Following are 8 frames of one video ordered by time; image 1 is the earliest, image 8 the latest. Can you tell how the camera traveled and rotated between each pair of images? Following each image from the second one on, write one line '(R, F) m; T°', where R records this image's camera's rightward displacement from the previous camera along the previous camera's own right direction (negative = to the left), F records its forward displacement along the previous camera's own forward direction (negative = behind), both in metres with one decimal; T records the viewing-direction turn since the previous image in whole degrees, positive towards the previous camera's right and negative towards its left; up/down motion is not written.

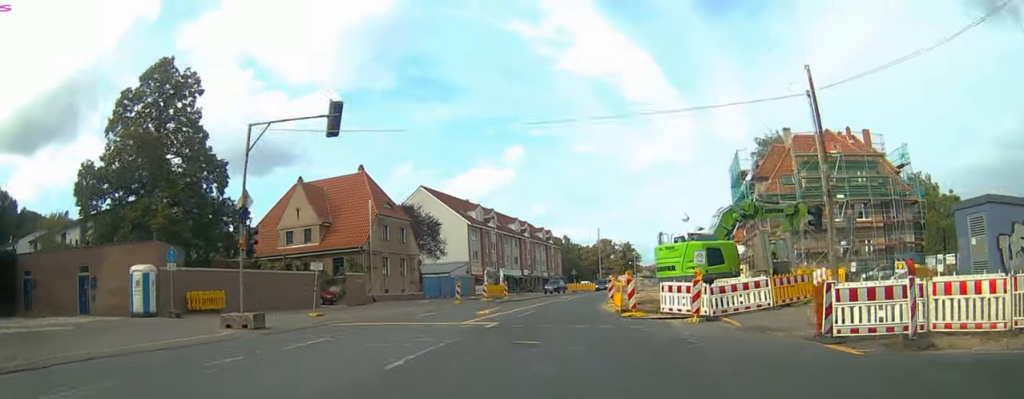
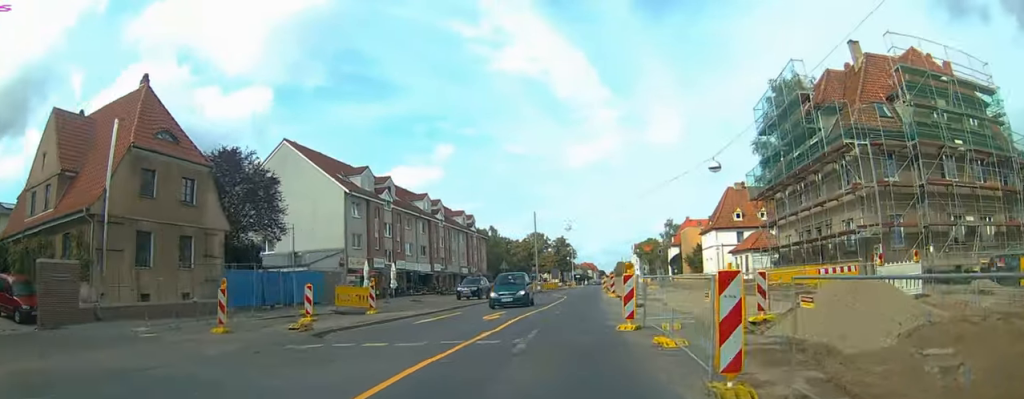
(+0.3, +22.4) m; +7°
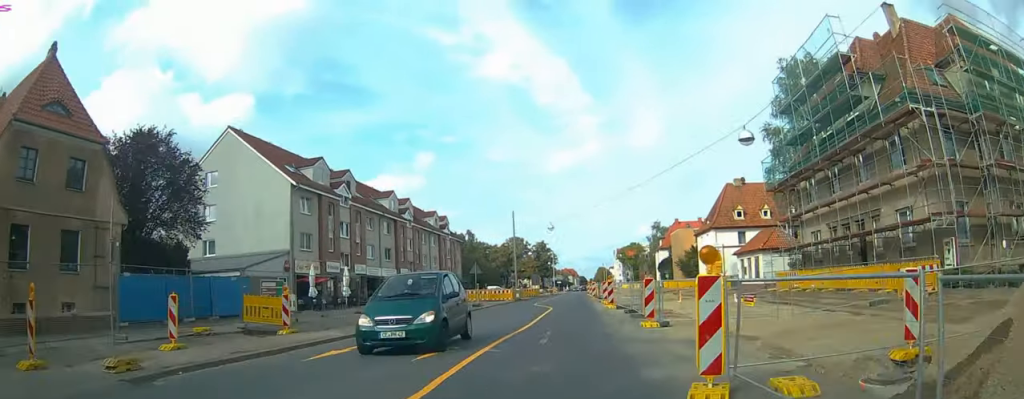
(+0.3, +7.2) m; +6°
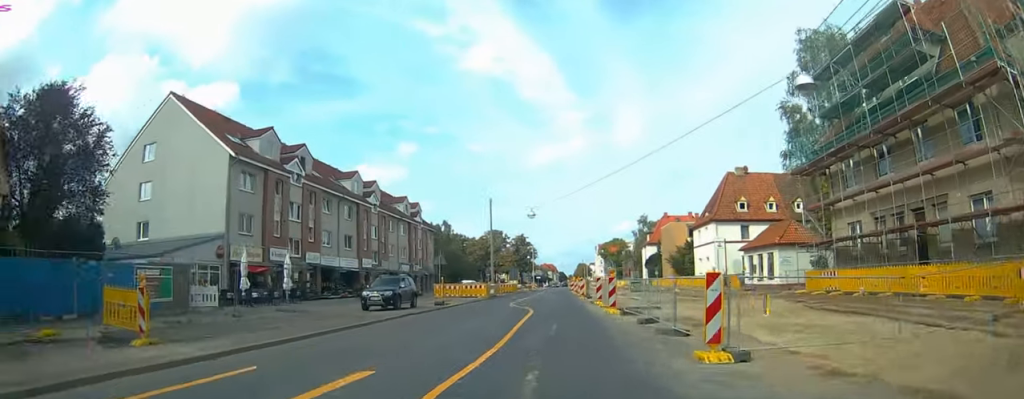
(+0.7, +7.2) m; +5°
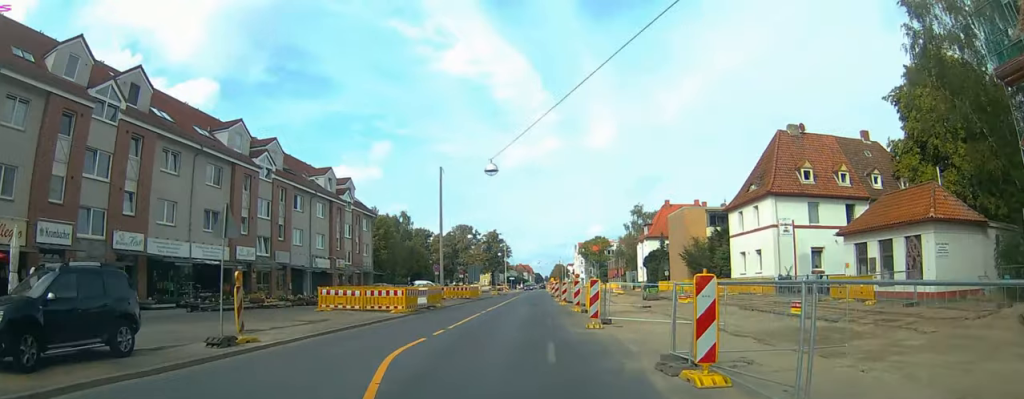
(+0.4, +23.0) m; +1°
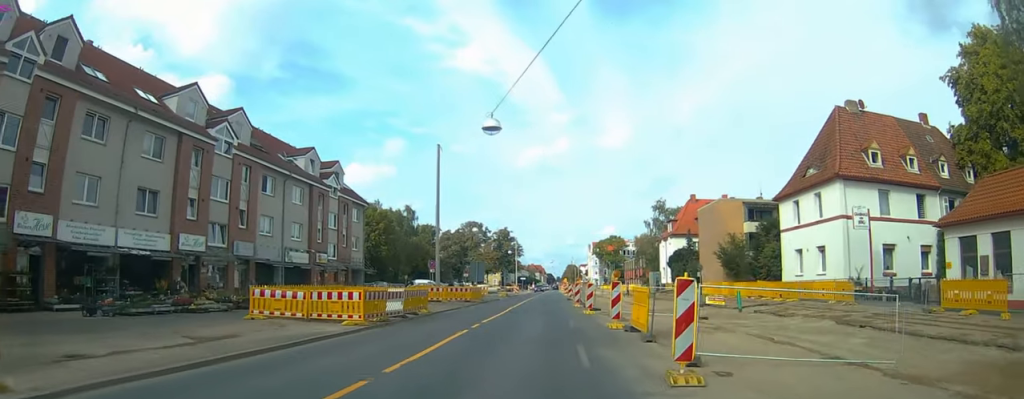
(0.0, +9.1) m; 0°
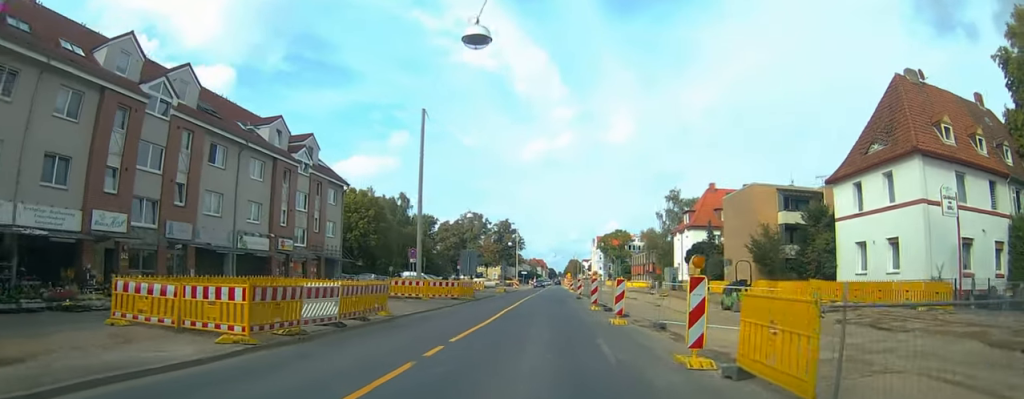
(0.0, +8.7) m; 0°
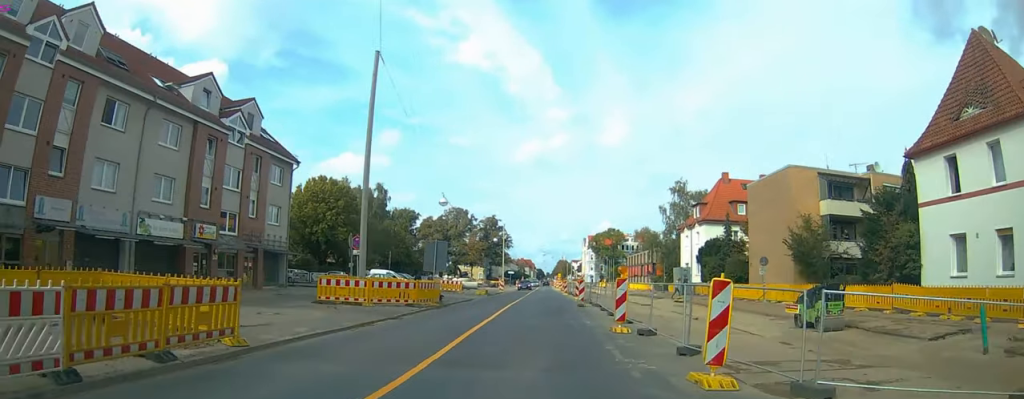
(0.0, +10.7) m; 0°
